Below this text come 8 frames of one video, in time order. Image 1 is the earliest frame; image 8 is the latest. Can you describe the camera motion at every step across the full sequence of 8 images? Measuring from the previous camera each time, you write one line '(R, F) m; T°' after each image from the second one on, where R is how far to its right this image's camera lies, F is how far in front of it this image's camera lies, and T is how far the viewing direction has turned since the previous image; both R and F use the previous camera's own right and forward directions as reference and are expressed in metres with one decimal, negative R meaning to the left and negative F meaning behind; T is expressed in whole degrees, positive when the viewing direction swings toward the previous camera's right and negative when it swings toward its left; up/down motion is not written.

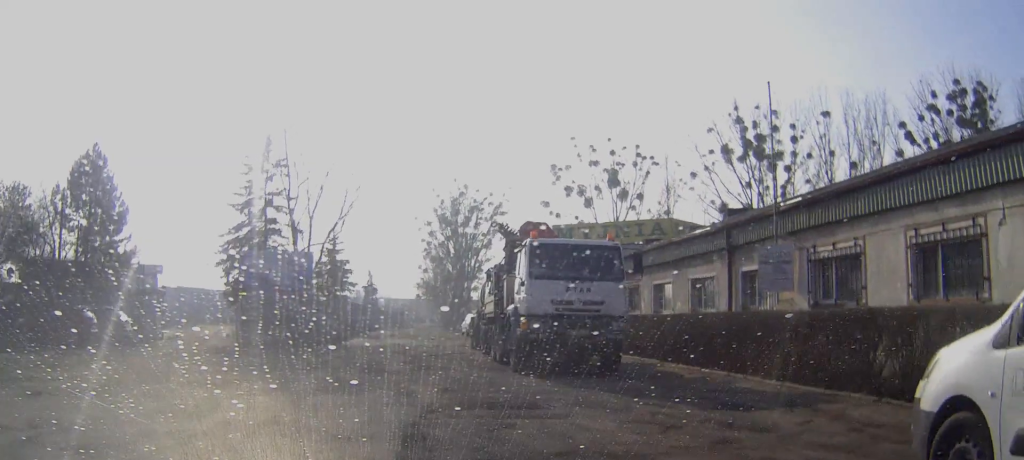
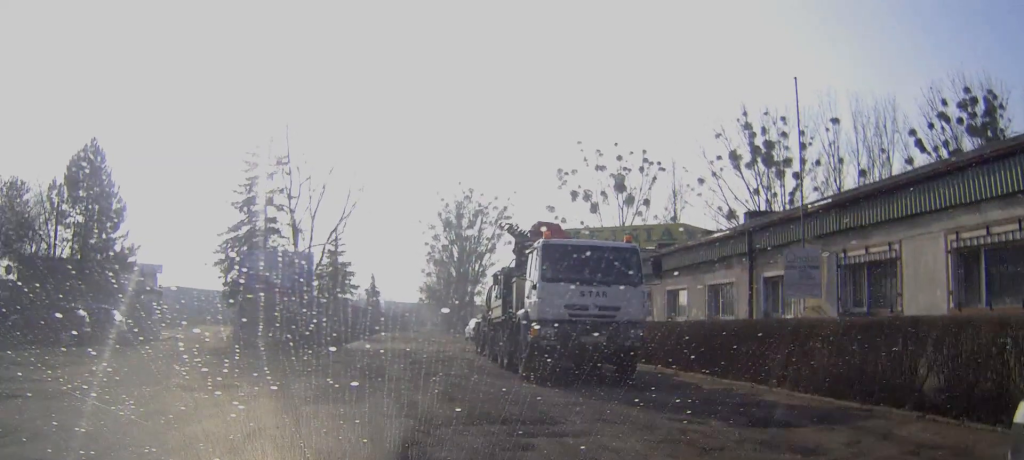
(0.0, +0.9) m; 0°
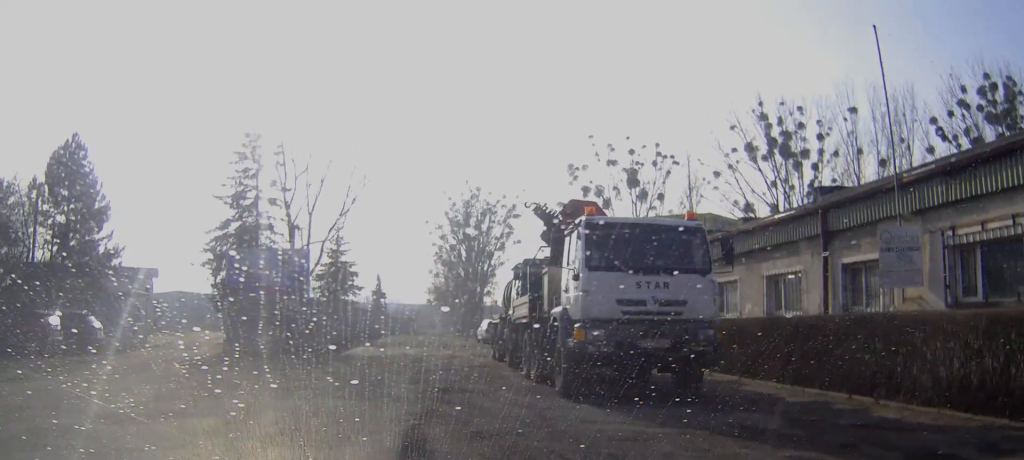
(0.0, +3.0) m; -1°
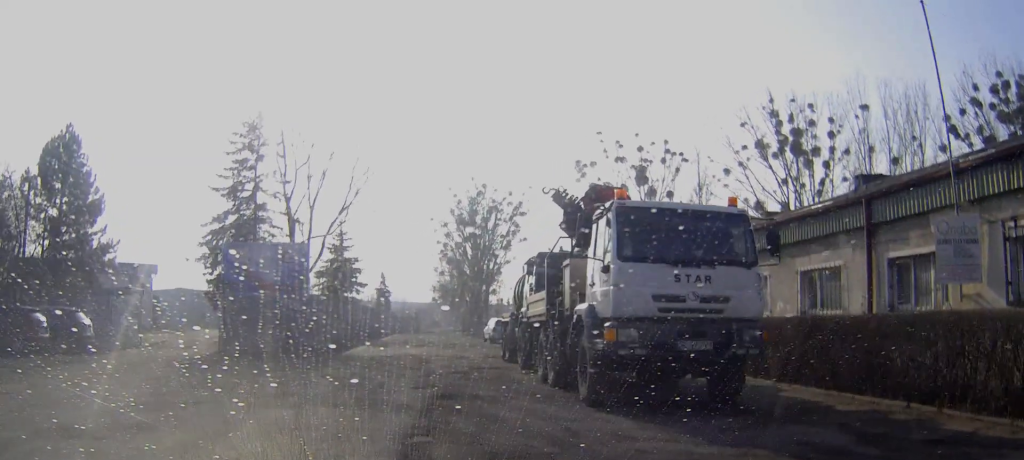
(0.0, +1.5) m; 0°
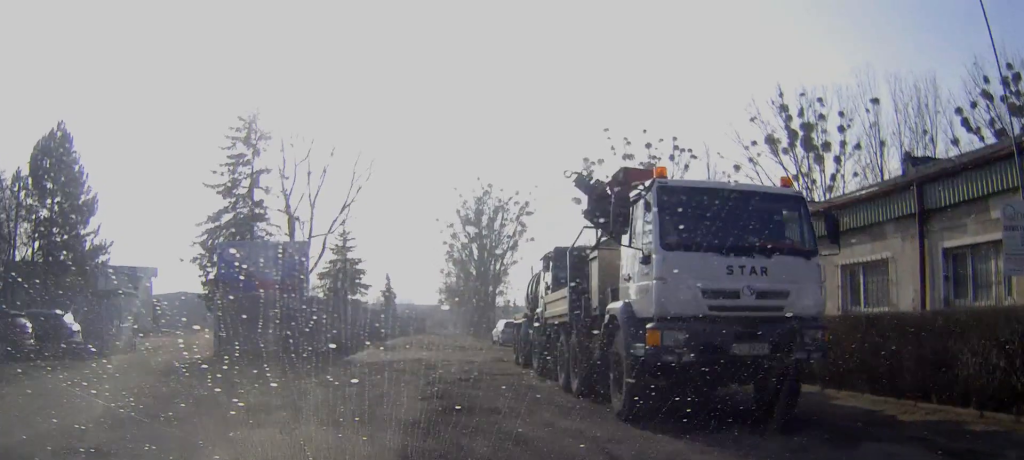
(0.0, +1.5) m; 0°
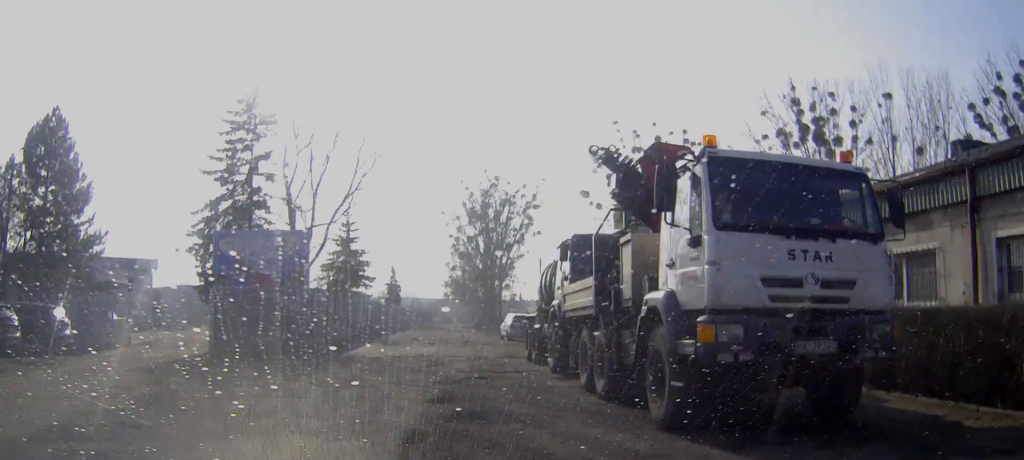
(0.0, +1.1) m; 0°
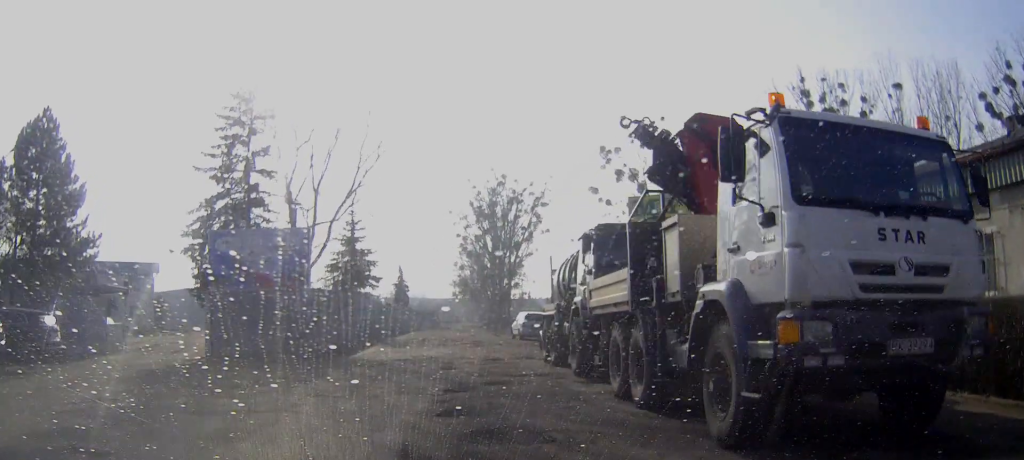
(0.0, +1.3) m; 0°
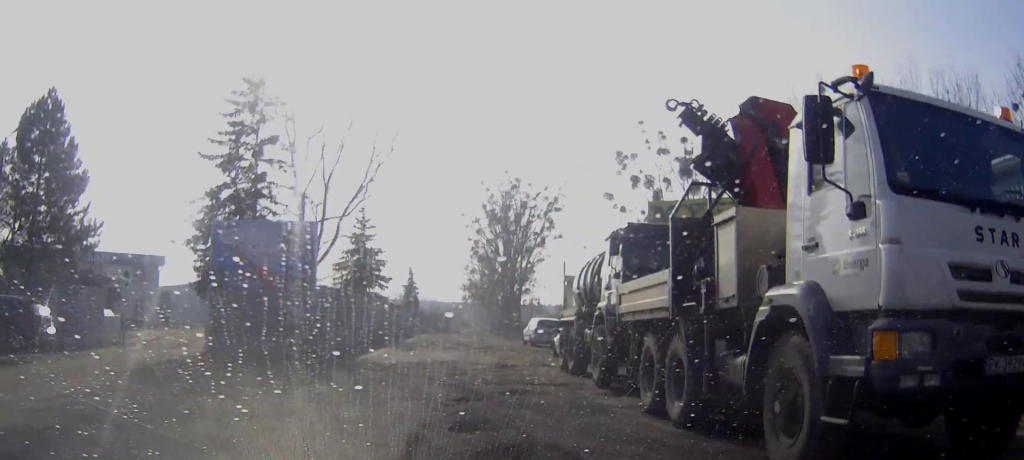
(0.0, +0.9) m; 0°
